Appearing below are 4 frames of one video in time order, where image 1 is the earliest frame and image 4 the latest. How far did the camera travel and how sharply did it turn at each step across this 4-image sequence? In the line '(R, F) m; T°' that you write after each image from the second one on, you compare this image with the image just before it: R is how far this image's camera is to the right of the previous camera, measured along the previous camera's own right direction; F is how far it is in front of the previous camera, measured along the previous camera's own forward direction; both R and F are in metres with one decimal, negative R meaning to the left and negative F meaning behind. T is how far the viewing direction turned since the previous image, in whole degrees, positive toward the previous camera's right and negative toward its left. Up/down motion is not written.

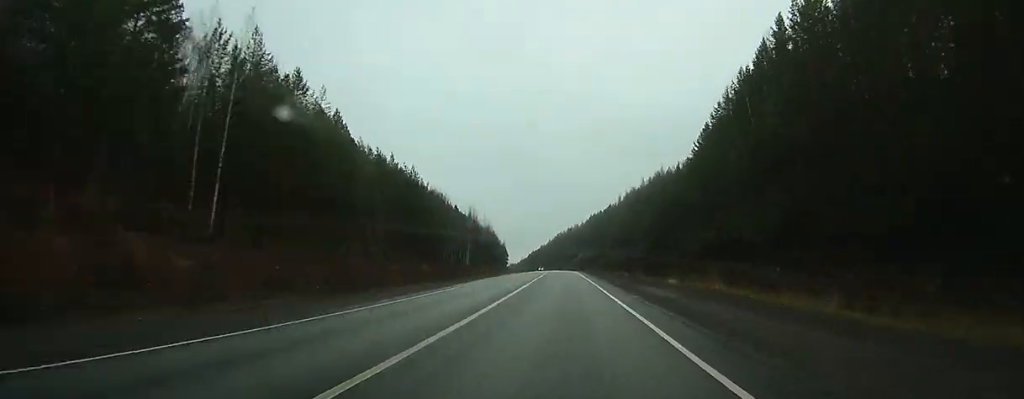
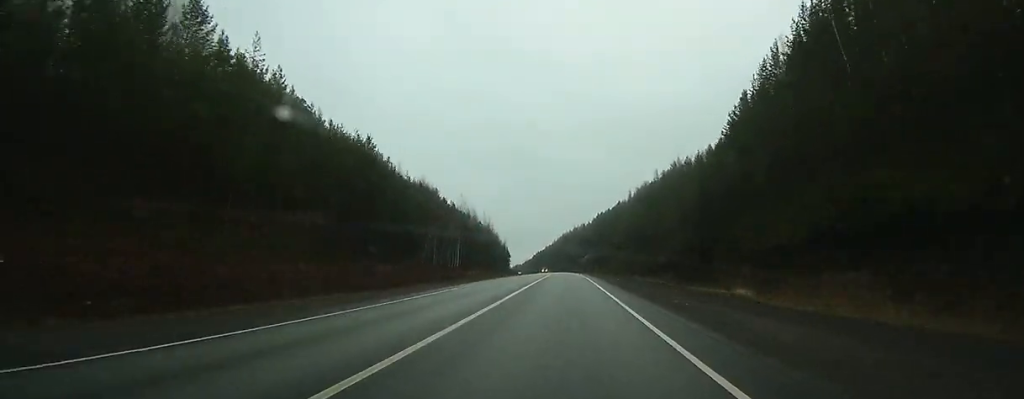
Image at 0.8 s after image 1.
(0.0, +19.9) m; -1°
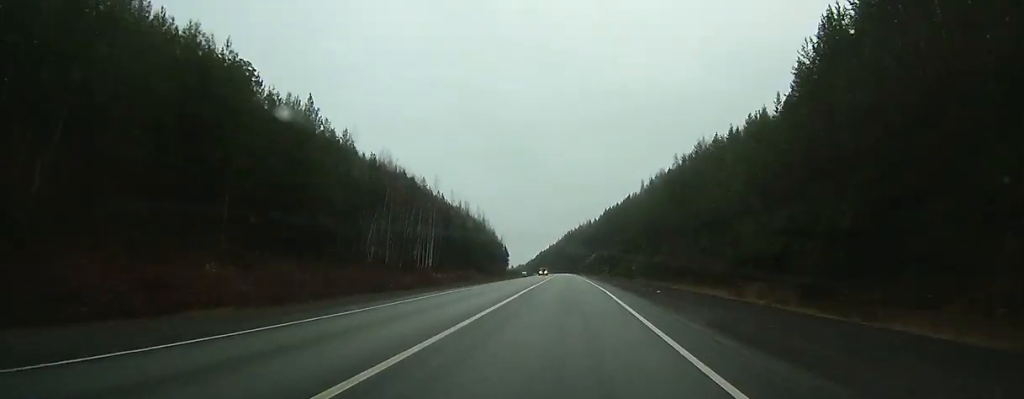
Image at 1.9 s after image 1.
(-0.3, +28.2) m; -1°
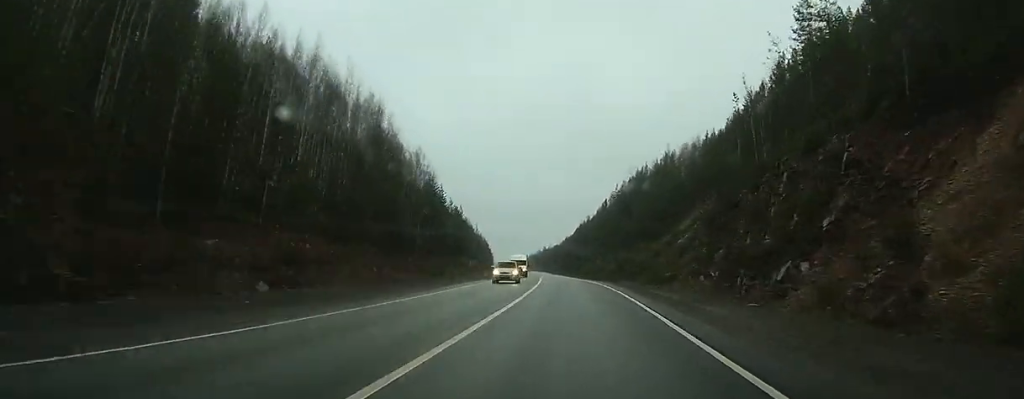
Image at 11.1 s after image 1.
(-7.6, +230.8) m; -5°
